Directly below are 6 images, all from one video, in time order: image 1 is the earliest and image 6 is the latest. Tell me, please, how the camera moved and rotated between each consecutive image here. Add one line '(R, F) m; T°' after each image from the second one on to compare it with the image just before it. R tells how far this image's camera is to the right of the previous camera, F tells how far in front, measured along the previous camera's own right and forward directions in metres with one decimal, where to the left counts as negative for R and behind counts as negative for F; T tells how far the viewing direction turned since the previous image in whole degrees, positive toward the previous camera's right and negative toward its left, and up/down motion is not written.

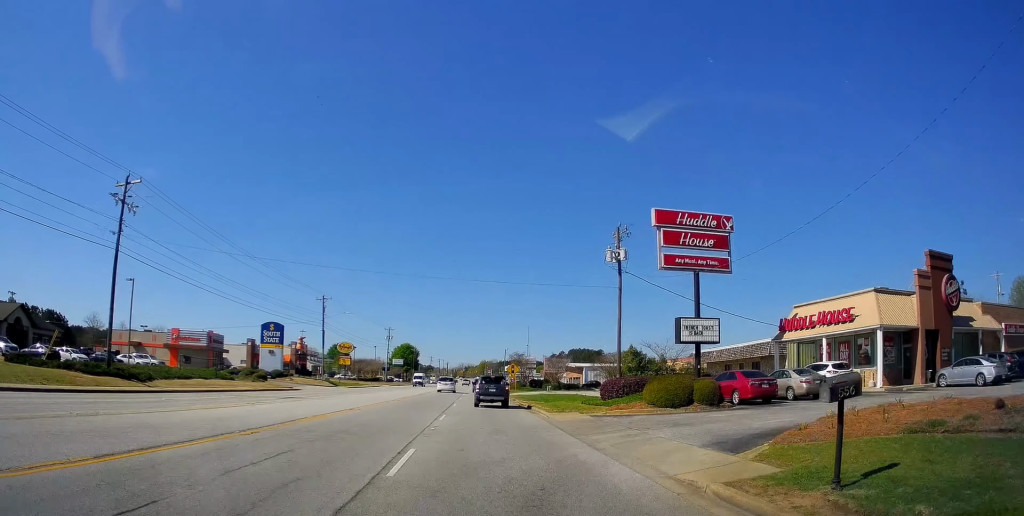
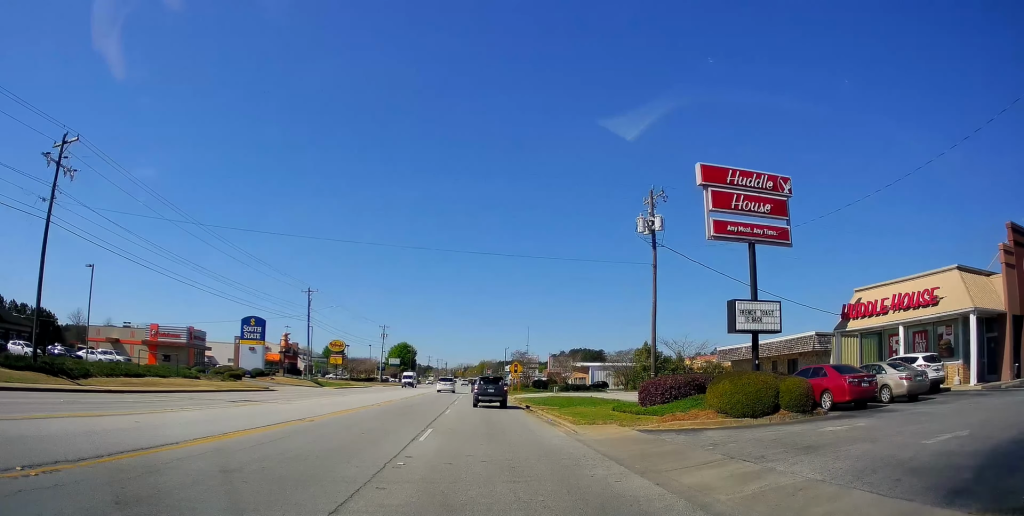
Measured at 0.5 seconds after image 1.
(+0.1, +7.4) m; +1°
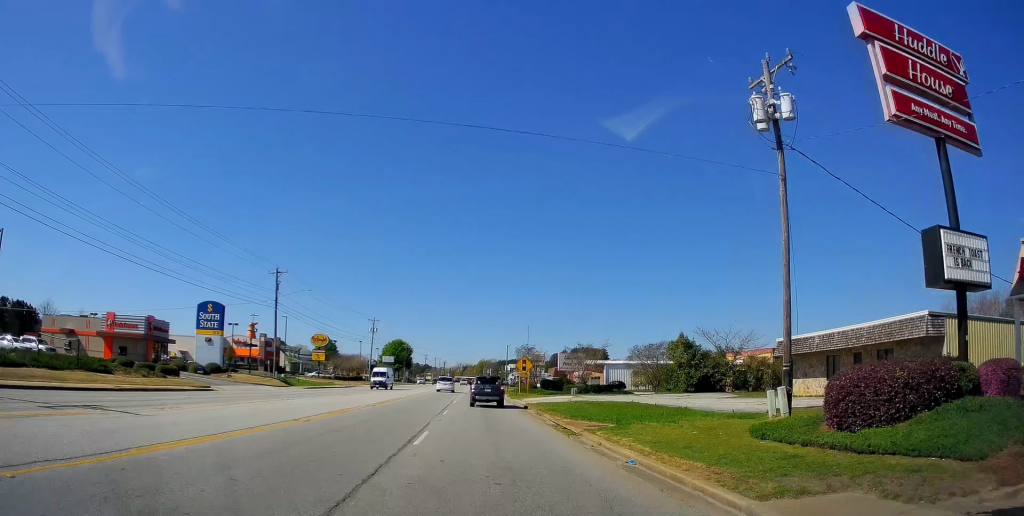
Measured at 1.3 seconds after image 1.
(+0.2, +13.3) m; +1°
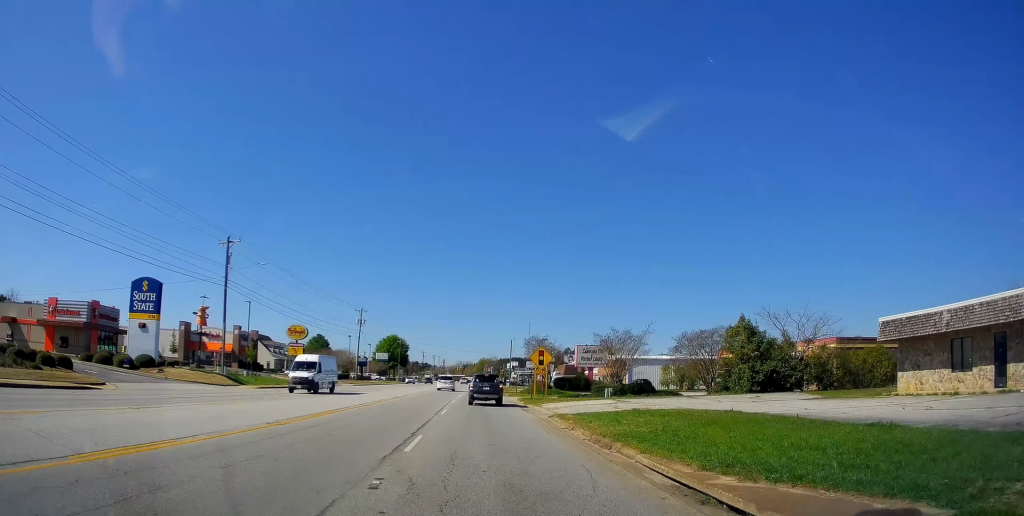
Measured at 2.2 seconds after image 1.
(+0.2, +14.7) m; +1°
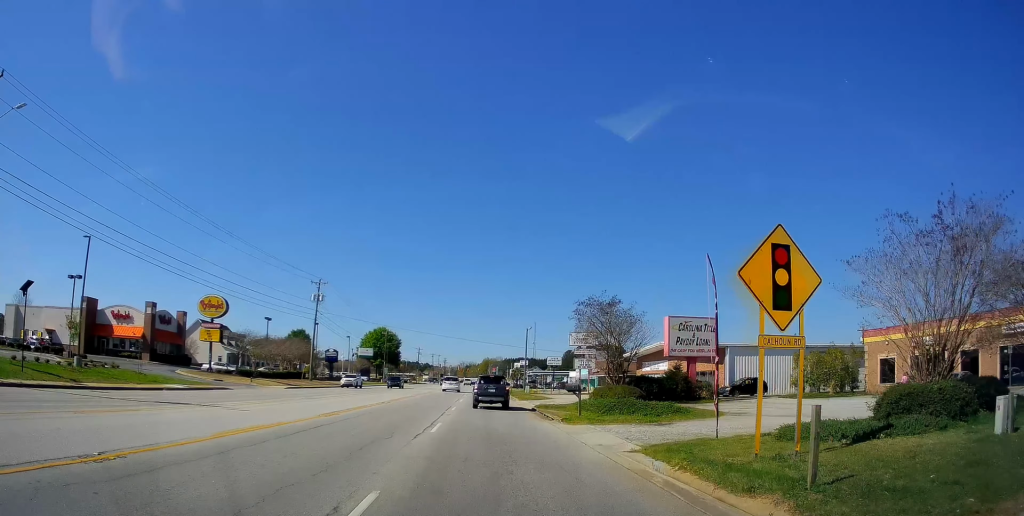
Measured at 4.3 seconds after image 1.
(+0.1, +37.3) m; 0°
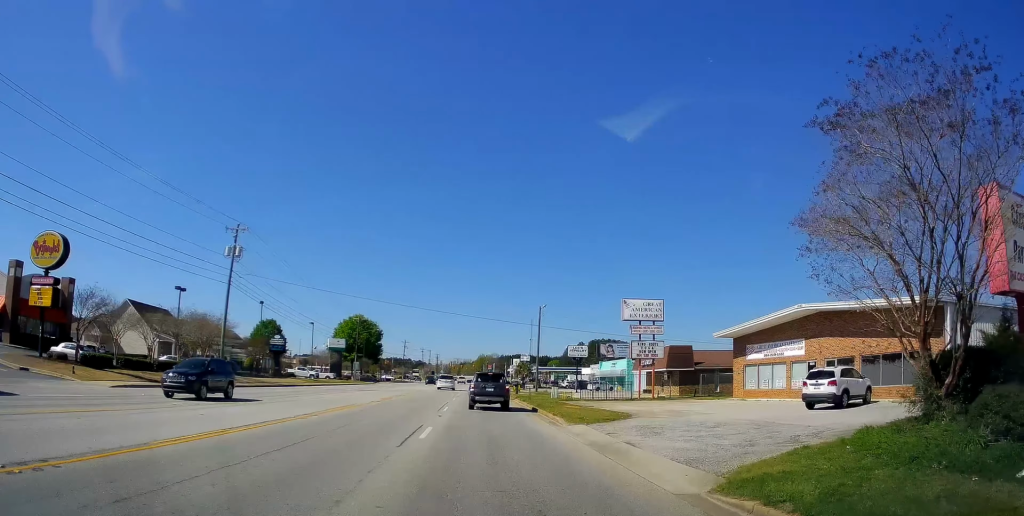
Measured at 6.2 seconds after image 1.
(-0.1, +31.5) m; -1°
